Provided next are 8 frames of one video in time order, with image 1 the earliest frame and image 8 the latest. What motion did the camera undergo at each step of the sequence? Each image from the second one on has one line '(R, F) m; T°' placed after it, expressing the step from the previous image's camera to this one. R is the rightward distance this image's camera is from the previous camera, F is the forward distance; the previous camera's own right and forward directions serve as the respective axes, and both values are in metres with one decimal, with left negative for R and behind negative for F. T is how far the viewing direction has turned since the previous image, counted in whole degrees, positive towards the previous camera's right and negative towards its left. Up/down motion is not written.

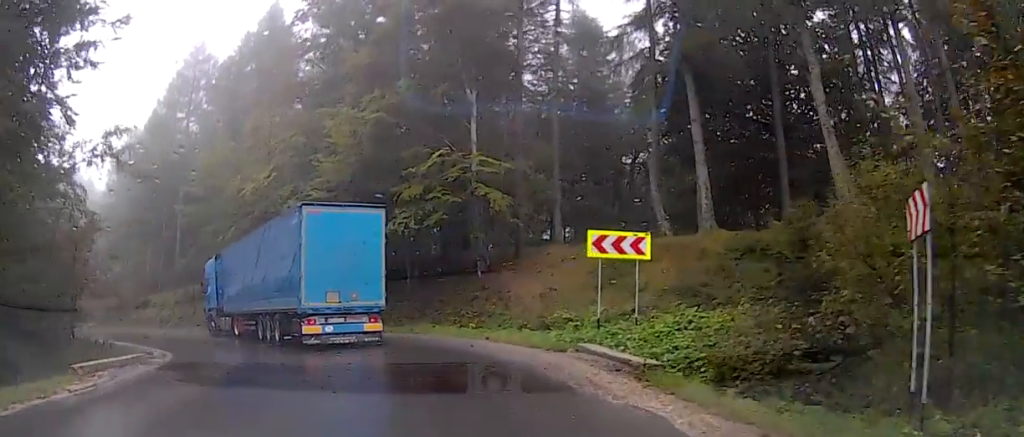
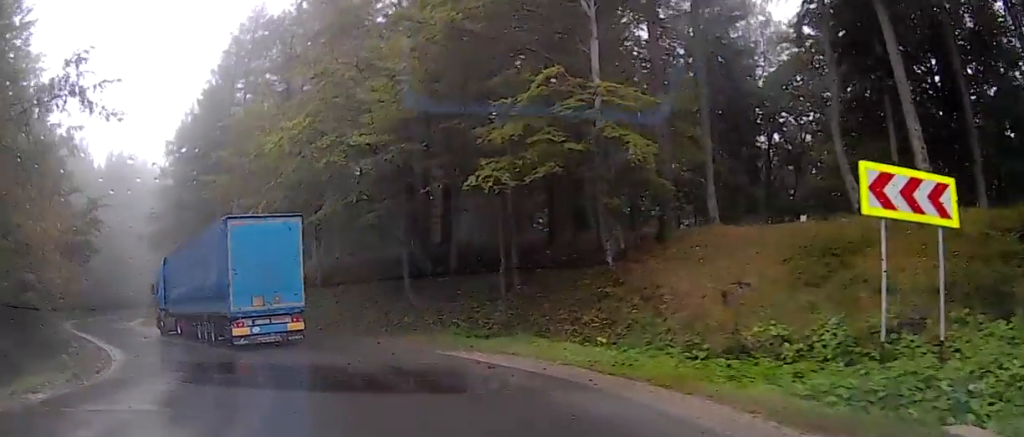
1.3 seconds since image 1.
(+0.2, +9.9) m; -10°
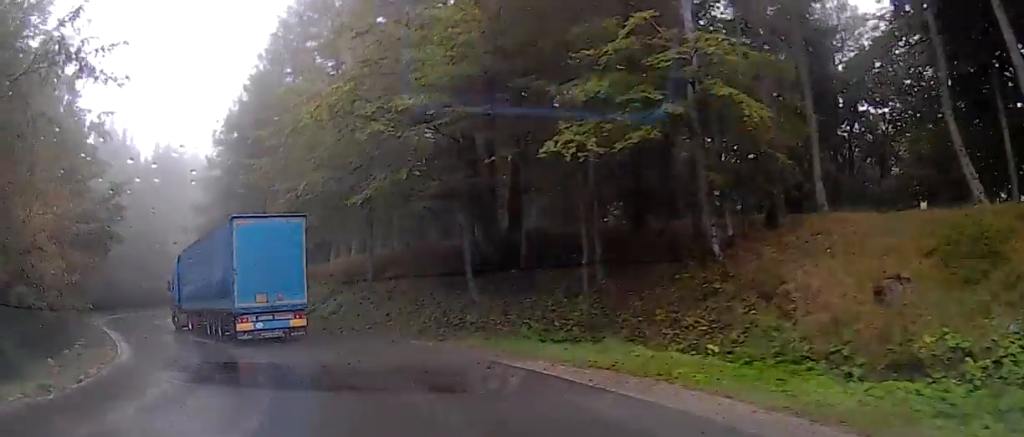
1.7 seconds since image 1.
(-0.7, +3.6) m; -9°
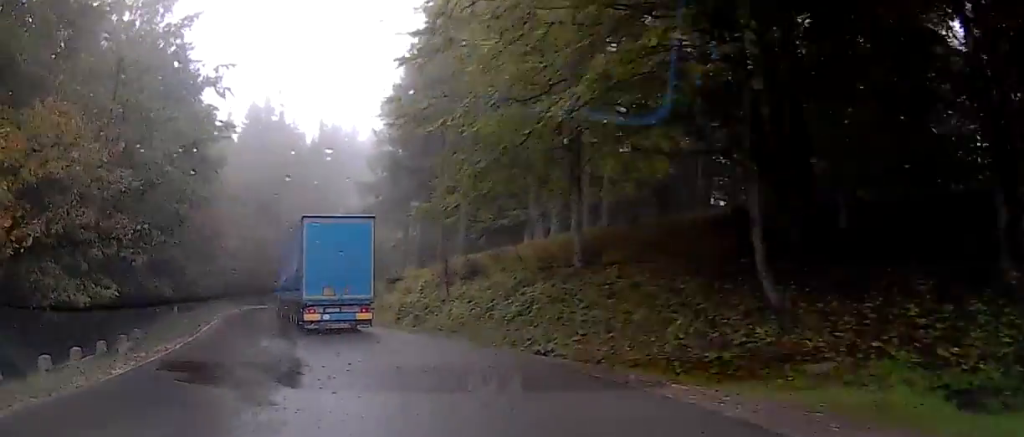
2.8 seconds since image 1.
(-2.0, +9.6) m; -17°
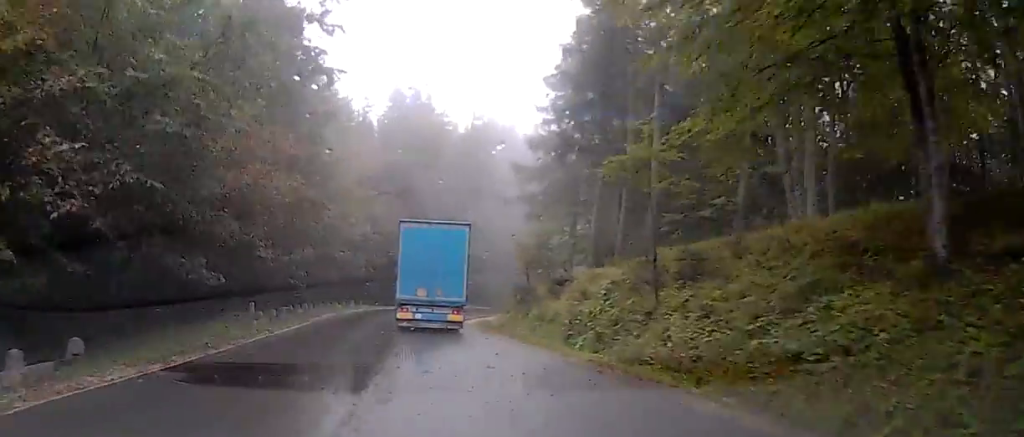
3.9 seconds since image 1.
(-0.7, +10.0) m; -4°
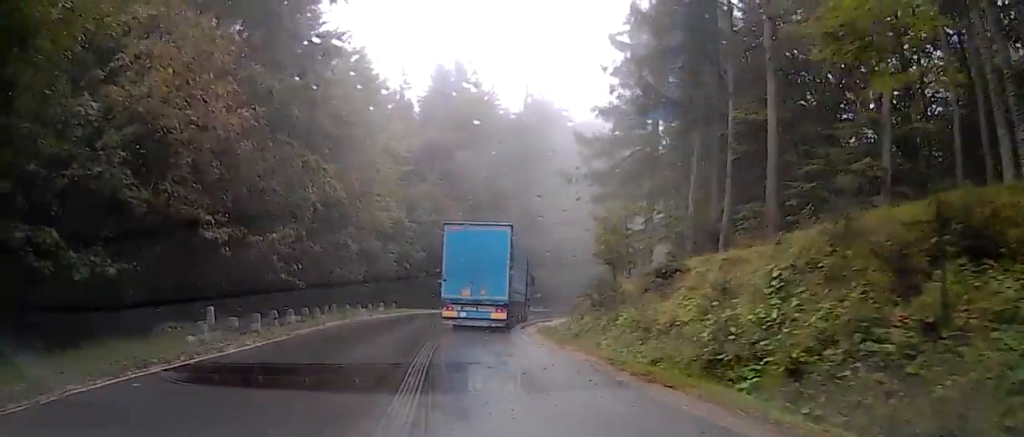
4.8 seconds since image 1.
(0.0, +9.2) m; 0°
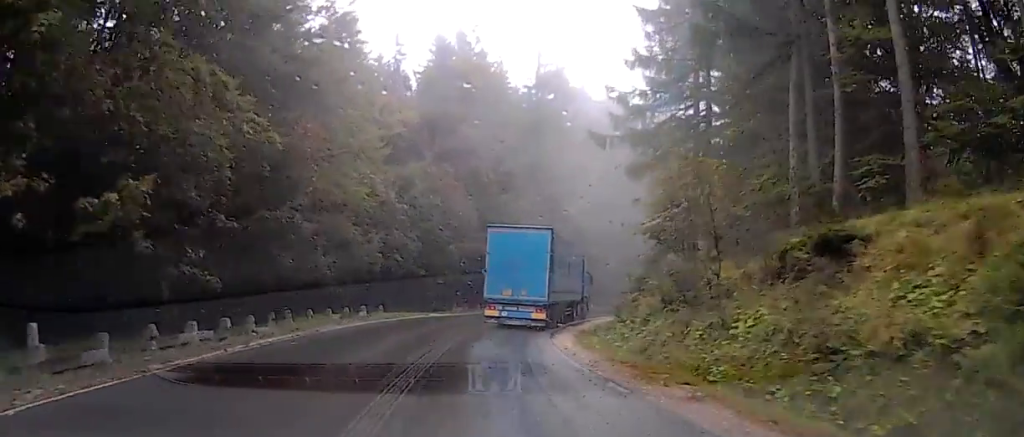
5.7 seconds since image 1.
(0.0, +8.7) m; 0°
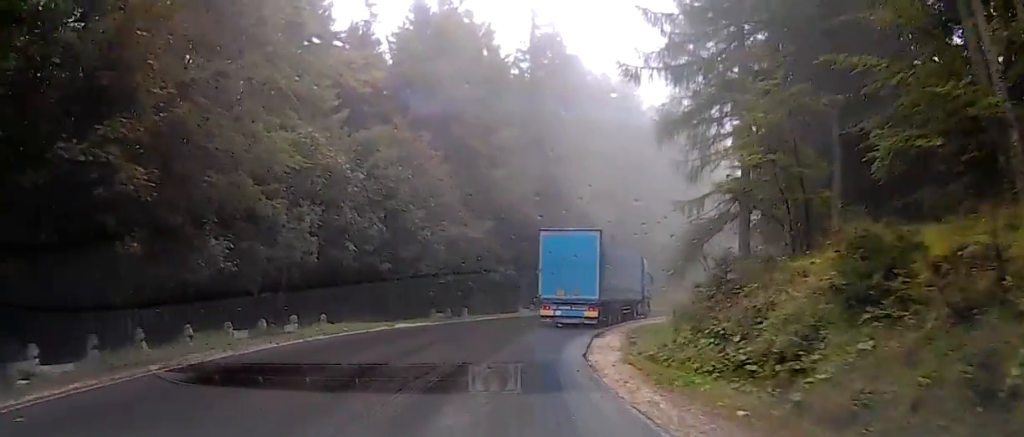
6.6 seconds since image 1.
(0.0, +9.4) m; 0°
